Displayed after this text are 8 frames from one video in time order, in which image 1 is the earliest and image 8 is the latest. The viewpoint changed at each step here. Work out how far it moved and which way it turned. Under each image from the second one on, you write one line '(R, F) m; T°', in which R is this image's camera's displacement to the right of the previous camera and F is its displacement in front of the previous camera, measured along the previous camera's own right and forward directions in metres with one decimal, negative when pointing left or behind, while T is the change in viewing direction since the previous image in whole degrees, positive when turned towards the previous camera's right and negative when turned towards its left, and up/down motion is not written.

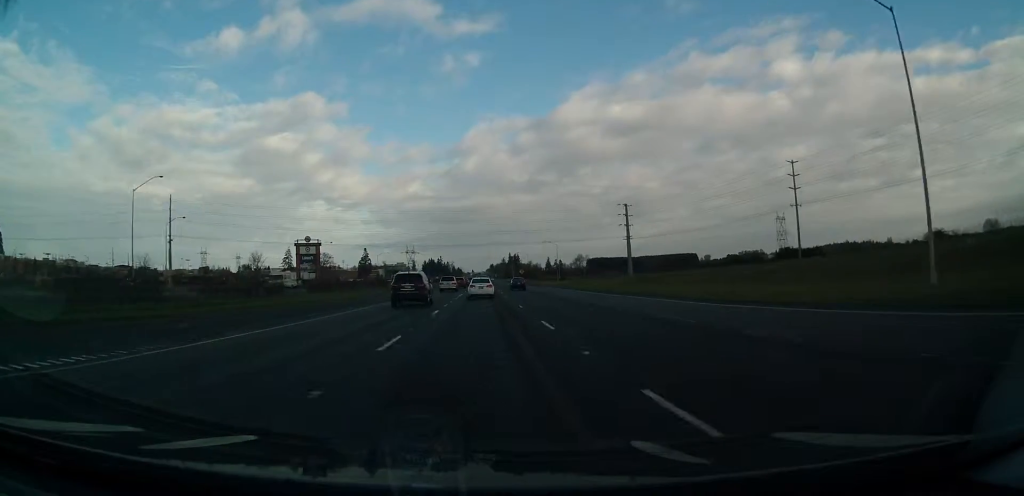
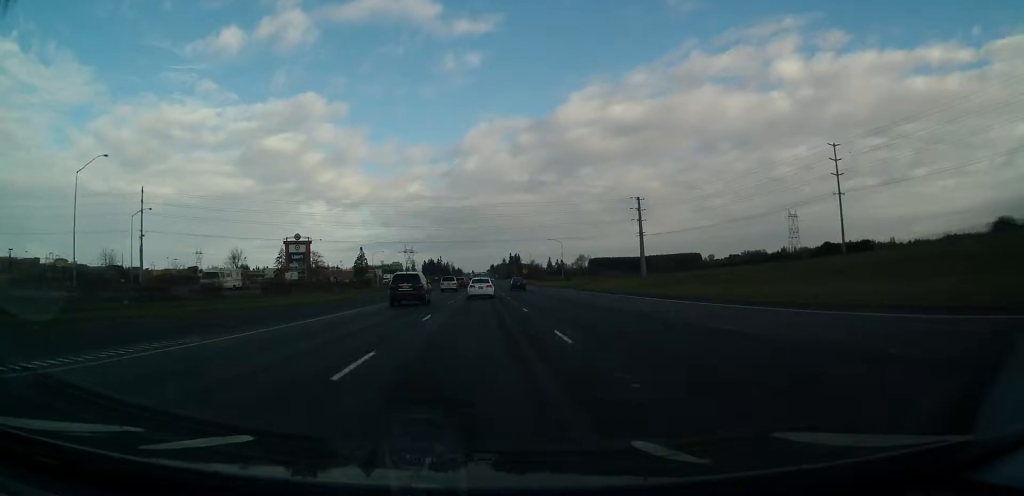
(0.0, +15.8) m; 0°
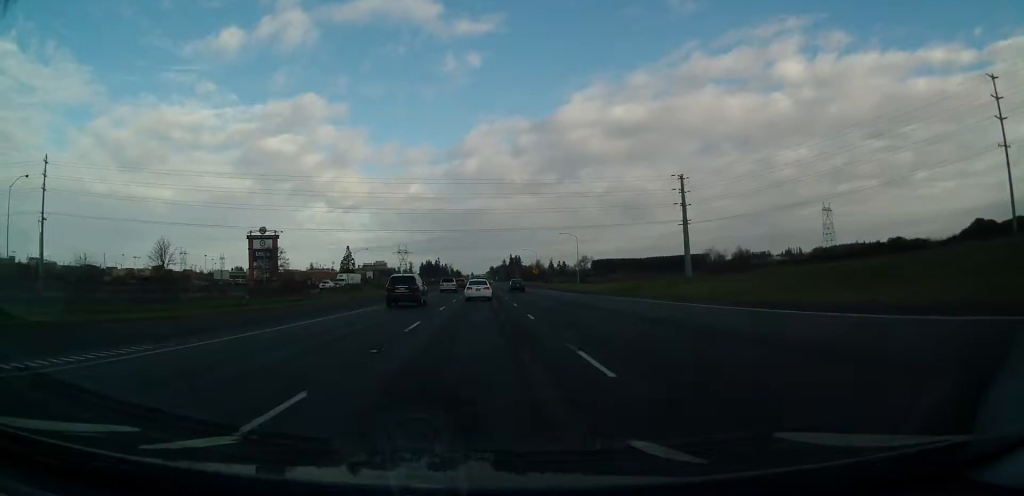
(+0.2, +40.9) m; 0°
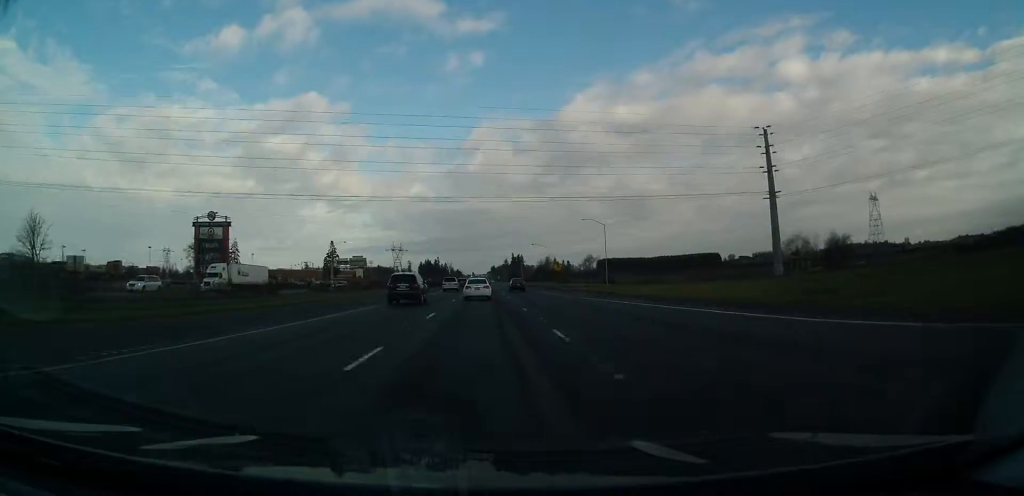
(+0.1, +43.5) m; 0°
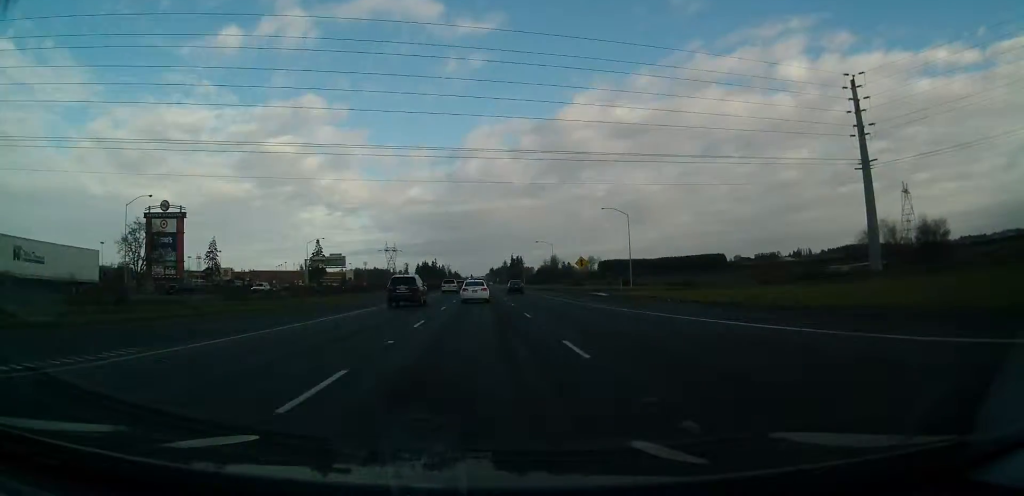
(0.0, +27.0) m; 0°
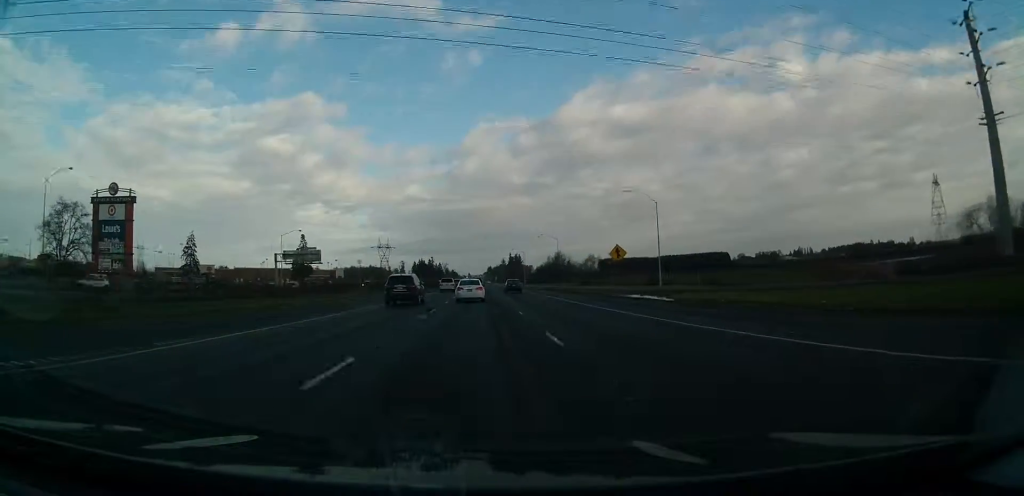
(0.0, +23.0) m; 0°
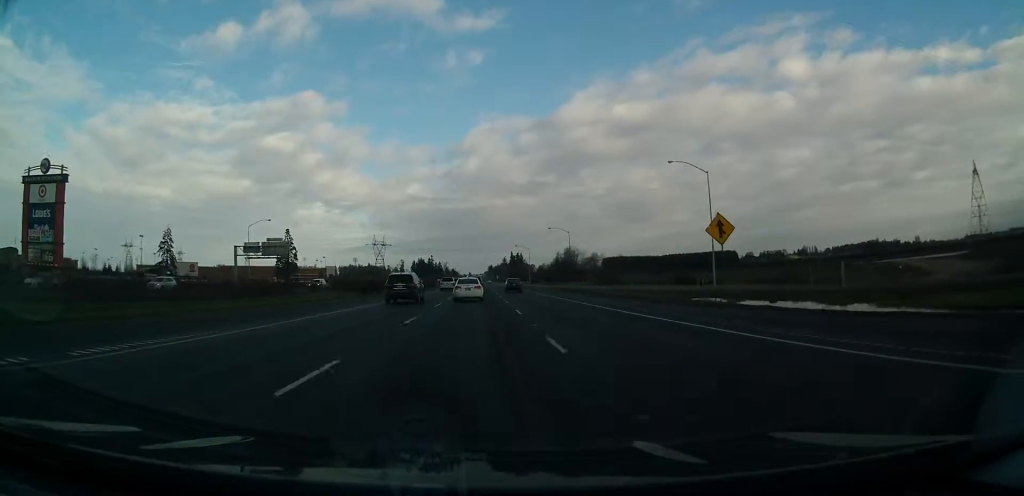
(+0.2, +25.1) m; 0°
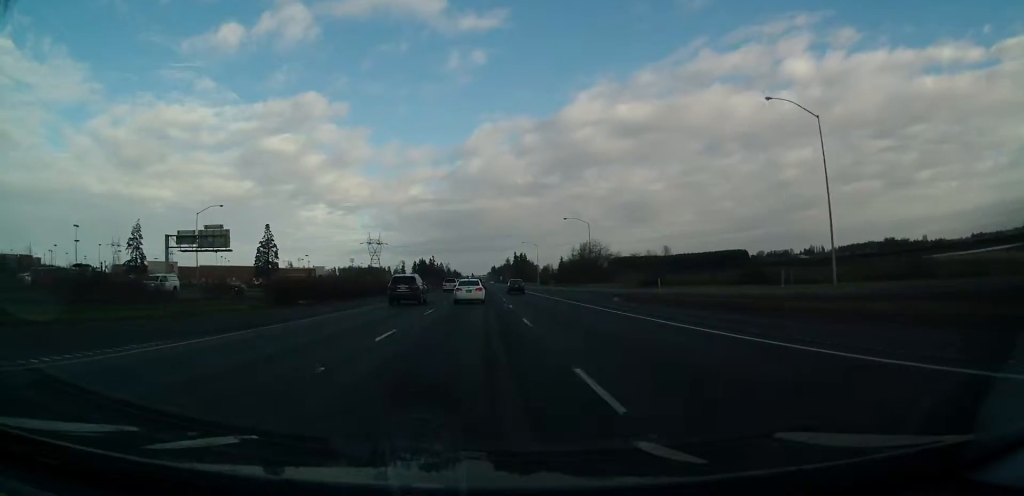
(-0.1, +29.3) m; 0°
